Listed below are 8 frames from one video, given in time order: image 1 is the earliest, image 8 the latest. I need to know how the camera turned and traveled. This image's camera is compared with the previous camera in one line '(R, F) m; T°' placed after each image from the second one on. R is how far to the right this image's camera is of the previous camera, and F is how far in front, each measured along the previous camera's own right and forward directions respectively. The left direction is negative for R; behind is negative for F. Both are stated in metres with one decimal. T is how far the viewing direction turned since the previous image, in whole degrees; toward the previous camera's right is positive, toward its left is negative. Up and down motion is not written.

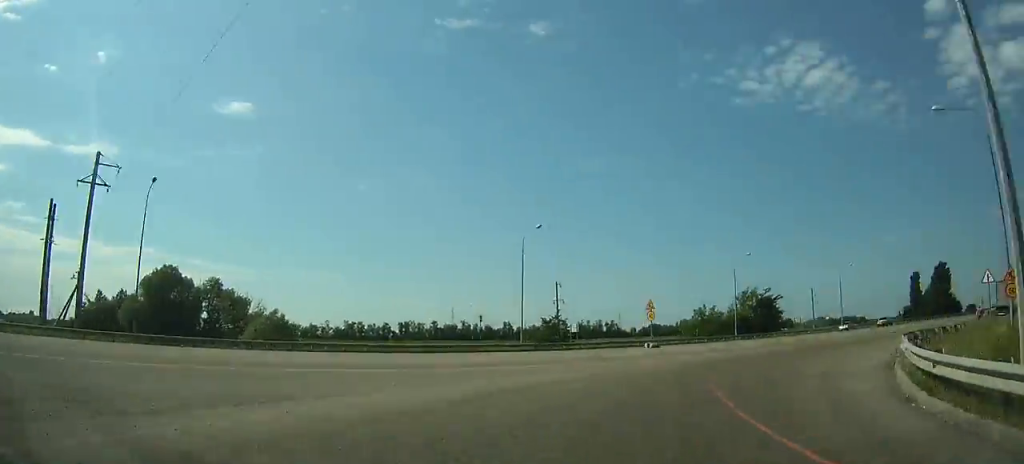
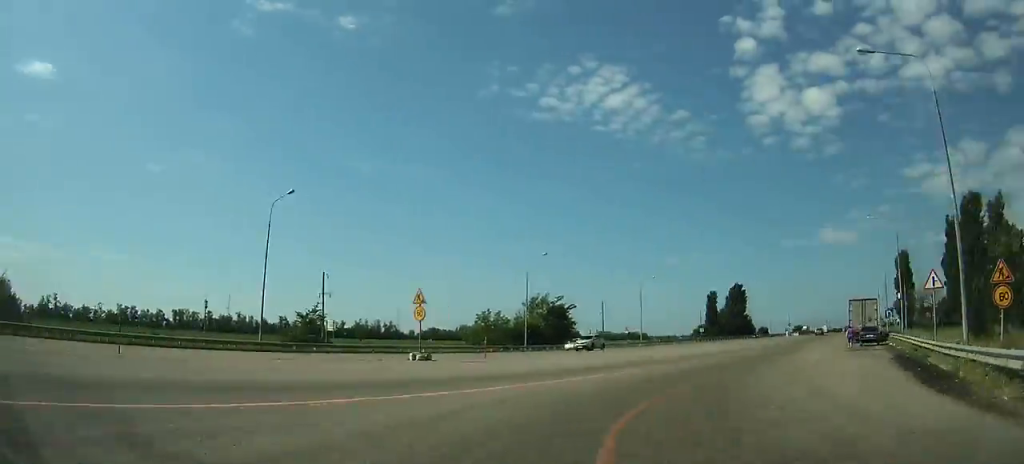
(+3.8, +13.0) m; +17°
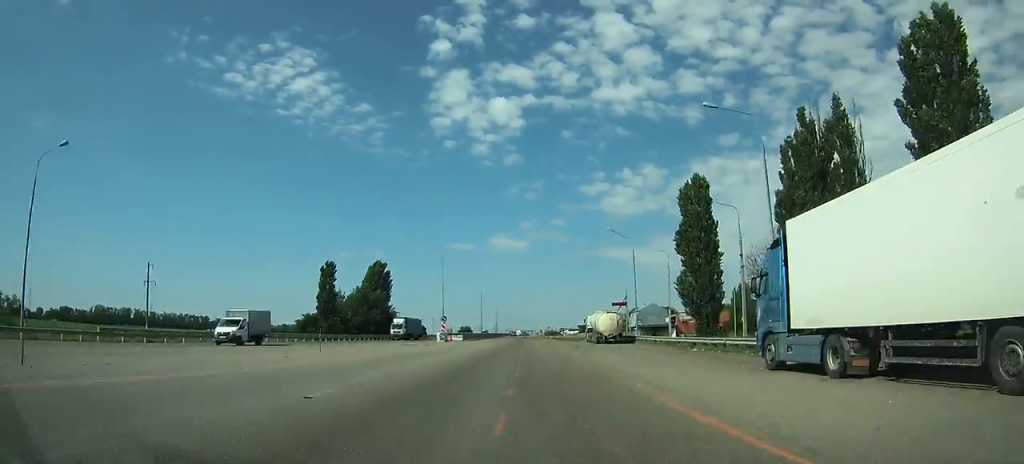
(+31.5, +65.0) m; +33°
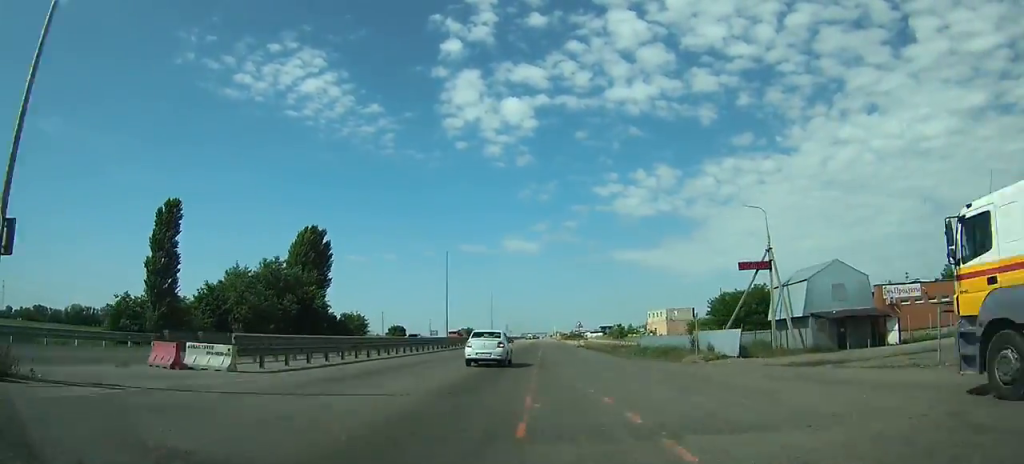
(+0.4, +61.4) m; 0°
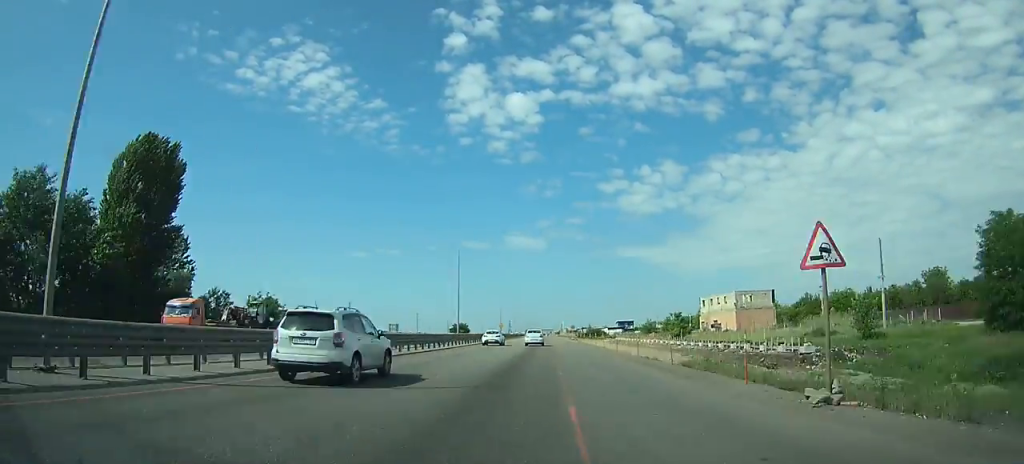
(-0.5, +56.1) m; 0°
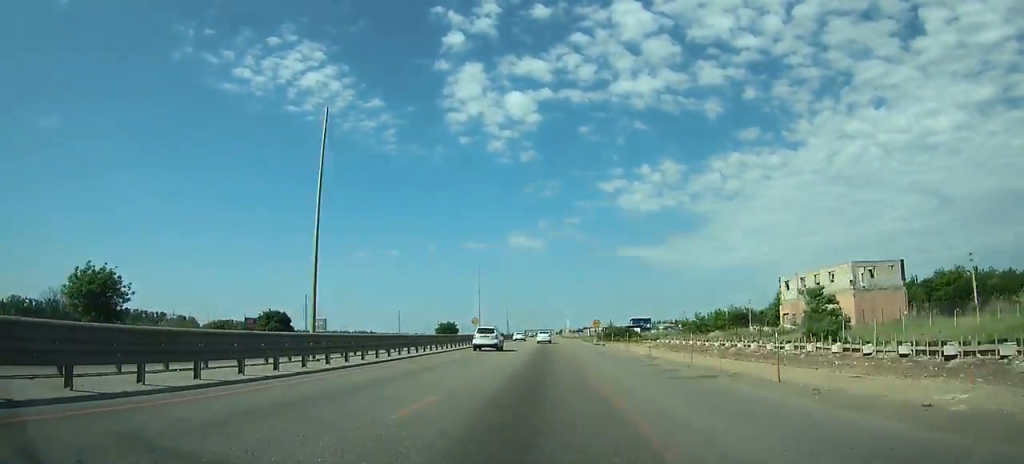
(-0.1, +43.4) m; 0°
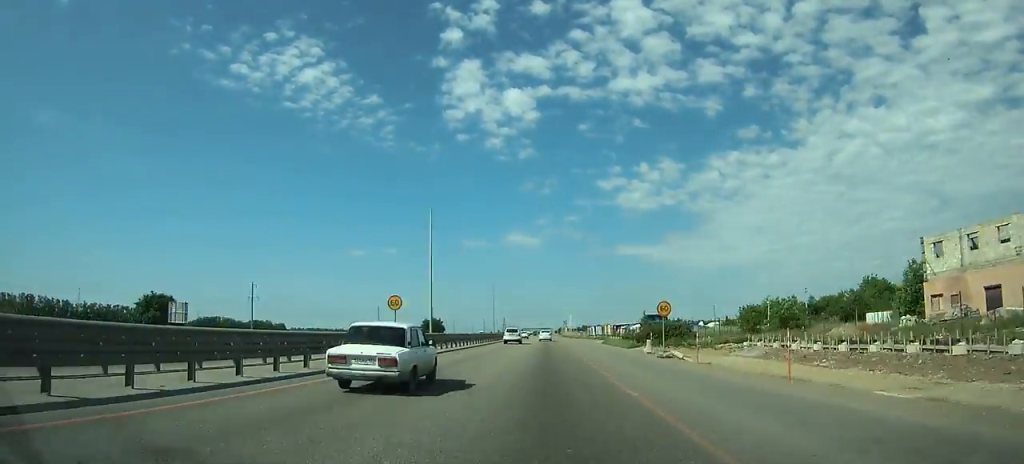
(+0.2, +33.8) m; 0°
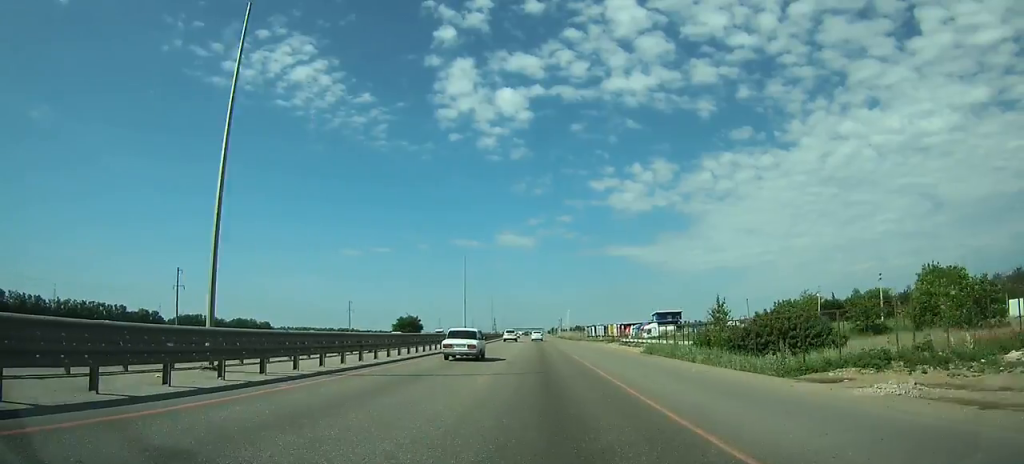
(0.0, +28.5) m; 0°
